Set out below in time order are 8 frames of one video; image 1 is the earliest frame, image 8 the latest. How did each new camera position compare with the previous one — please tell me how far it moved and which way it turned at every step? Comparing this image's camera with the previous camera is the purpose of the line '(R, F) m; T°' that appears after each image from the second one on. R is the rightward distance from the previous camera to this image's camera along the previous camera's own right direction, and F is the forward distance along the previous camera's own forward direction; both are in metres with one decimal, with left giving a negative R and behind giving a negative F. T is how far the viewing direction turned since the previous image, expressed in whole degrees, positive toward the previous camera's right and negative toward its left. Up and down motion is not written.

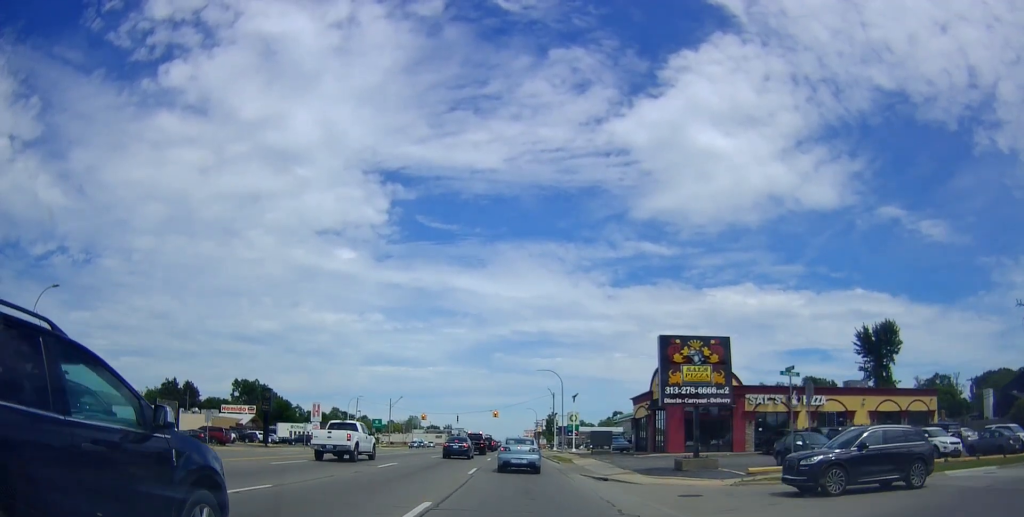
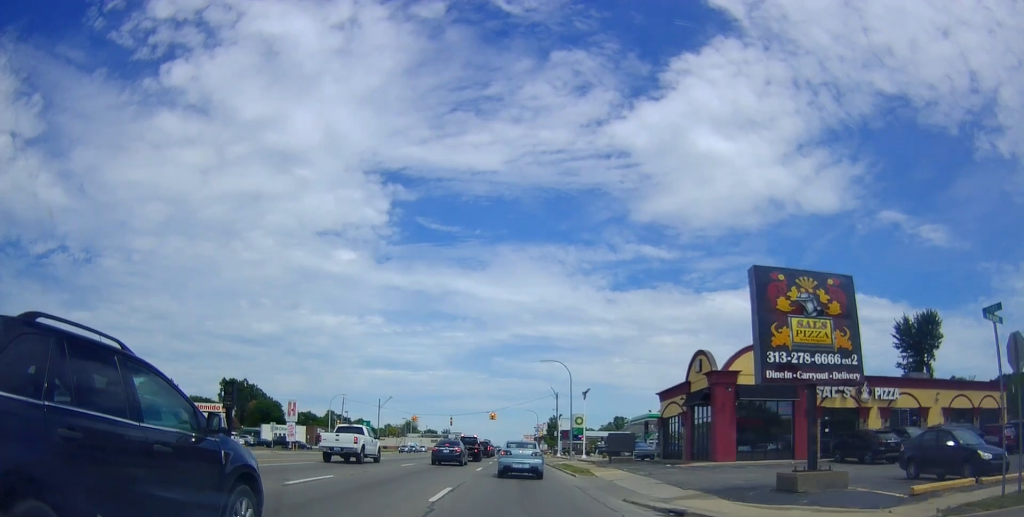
(+0.4, +10.3) m; +2°
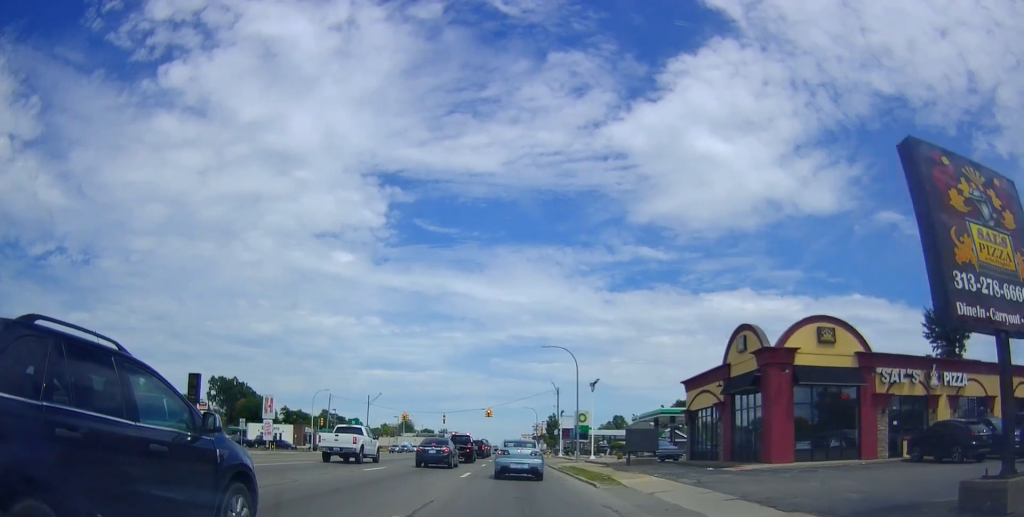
(+0.1, +7.6) m; -2°
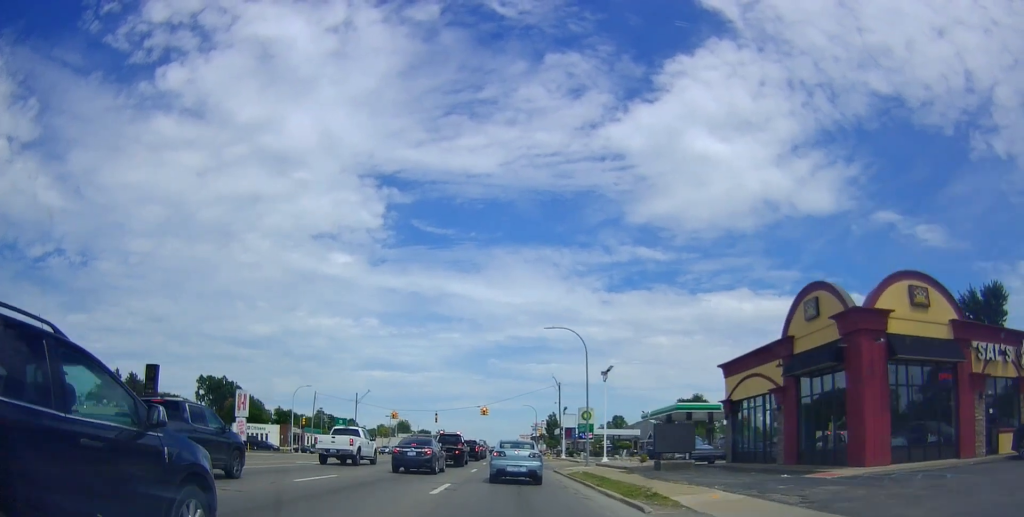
(-0.5, +7.8) m; -1°
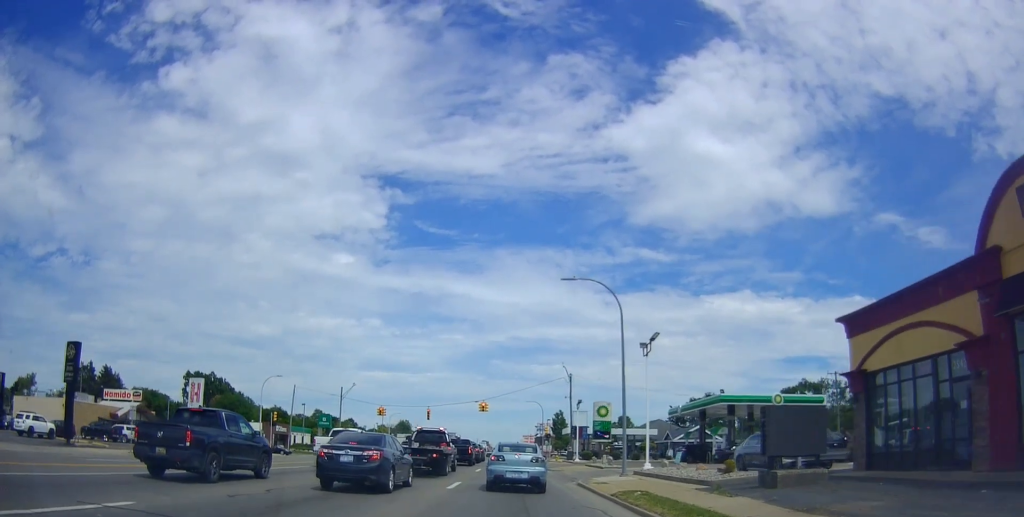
(+0.6, +12.9) m; +4°
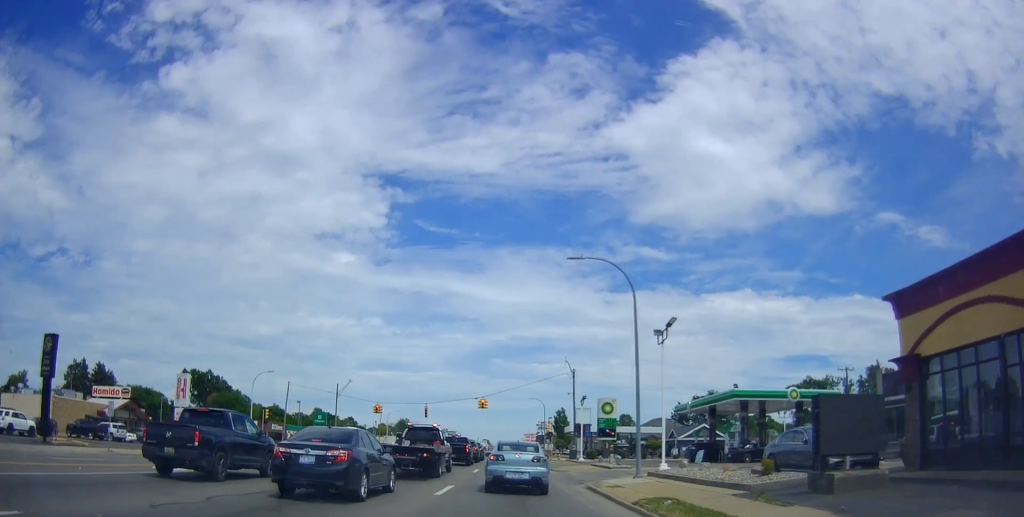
(0.0, +3.3) m; 0°
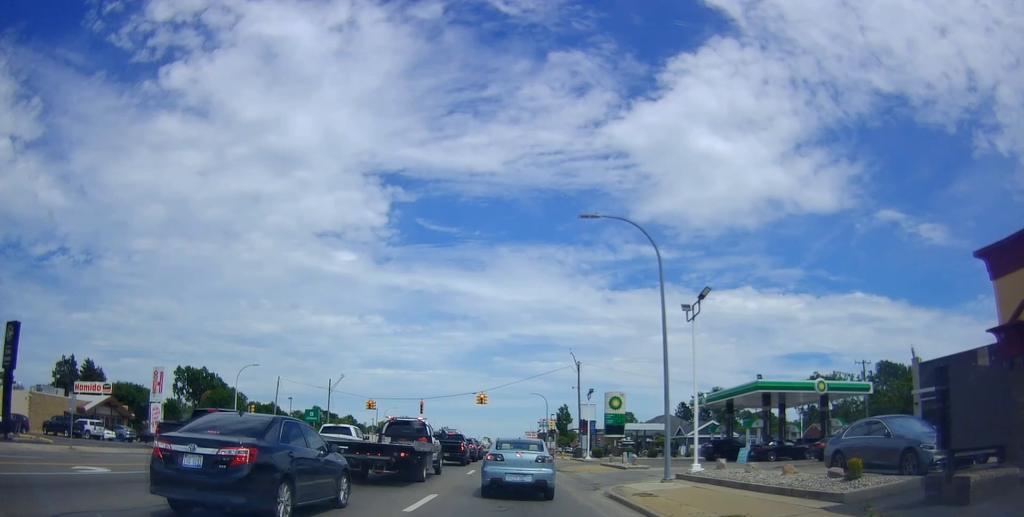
(0.0, +5.3) m; 0°
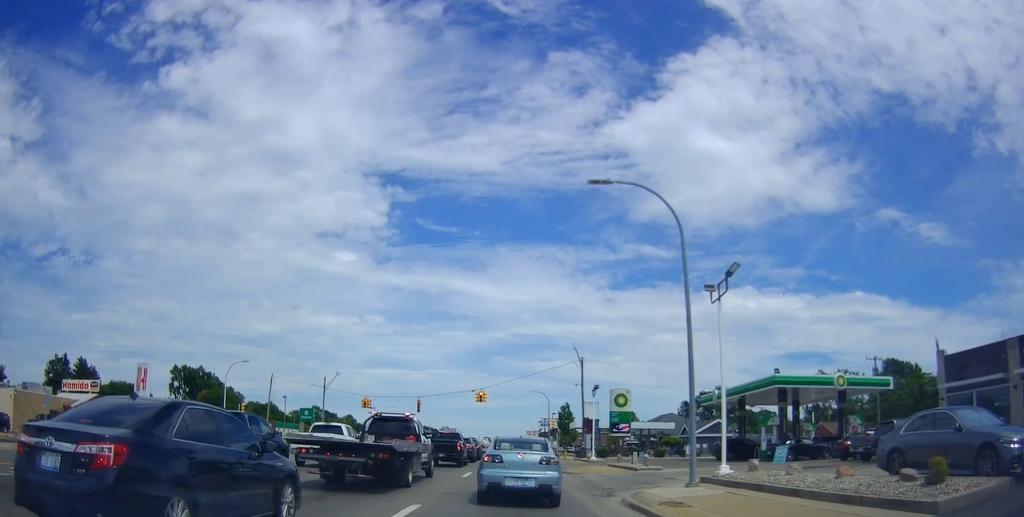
(0.0, +3.9) m; 0°
